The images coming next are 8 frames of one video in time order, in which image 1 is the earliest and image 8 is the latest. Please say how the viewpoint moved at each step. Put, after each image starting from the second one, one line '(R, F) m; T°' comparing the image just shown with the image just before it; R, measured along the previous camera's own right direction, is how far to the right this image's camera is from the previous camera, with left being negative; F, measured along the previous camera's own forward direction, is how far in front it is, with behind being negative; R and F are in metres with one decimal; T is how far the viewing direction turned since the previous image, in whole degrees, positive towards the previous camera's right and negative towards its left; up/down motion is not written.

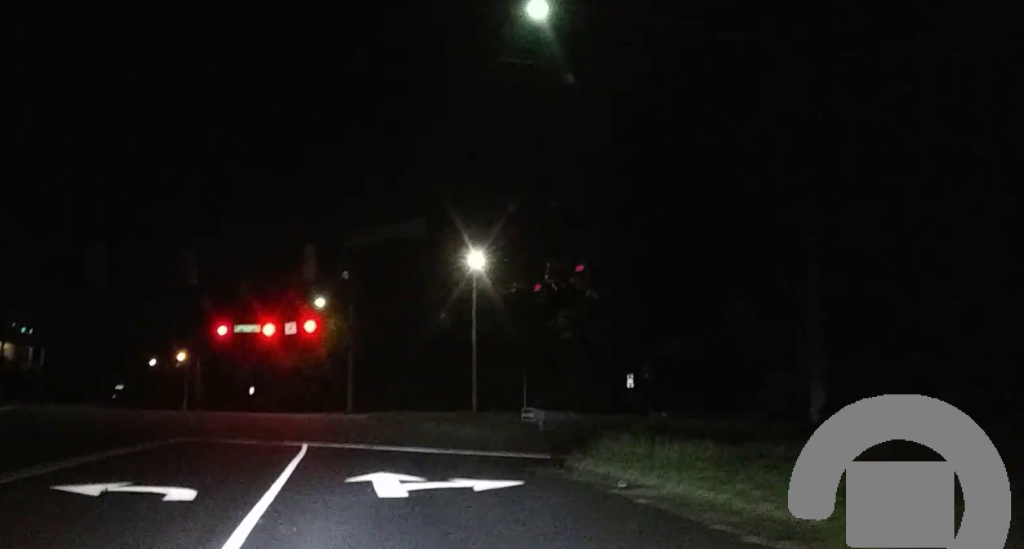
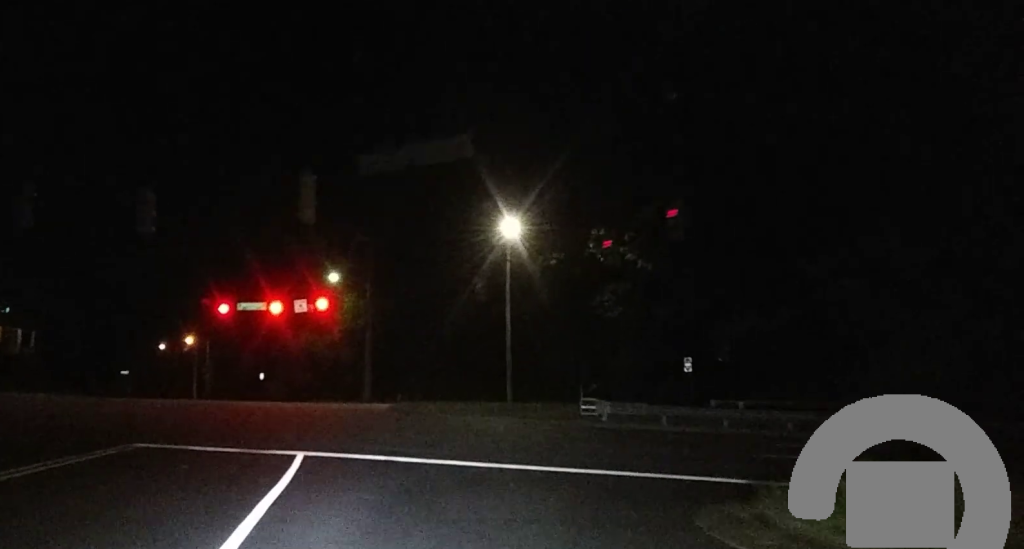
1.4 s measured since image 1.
(+0.1, +7.5) m; -1°
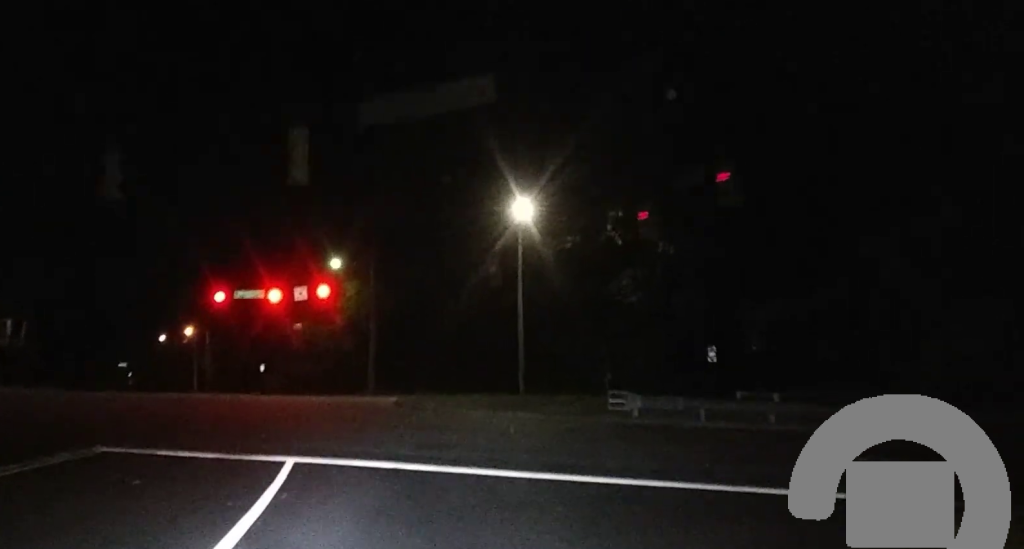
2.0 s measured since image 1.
(-0.1, +3.0) m; -2°
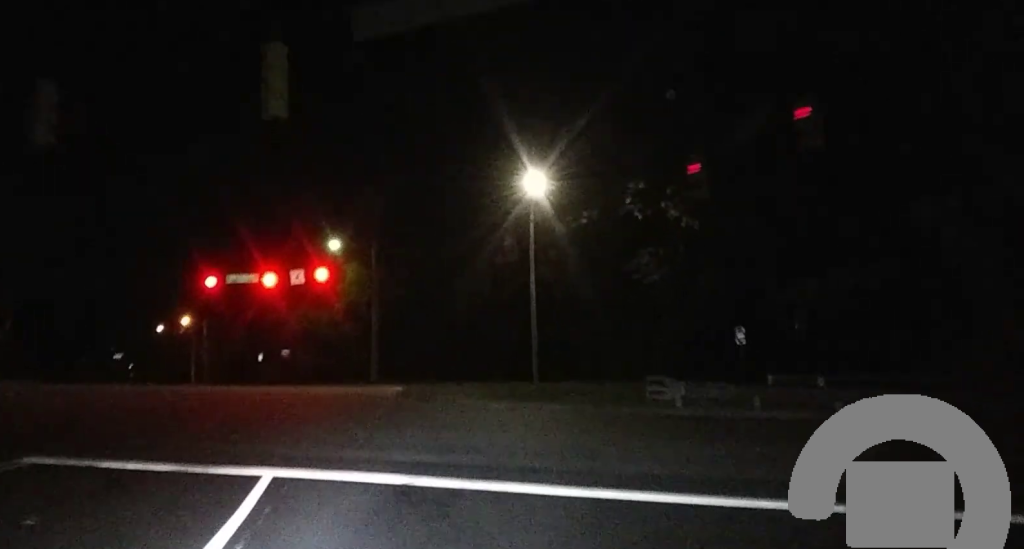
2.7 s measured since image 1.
(-0.1, +3.9) m; -1°
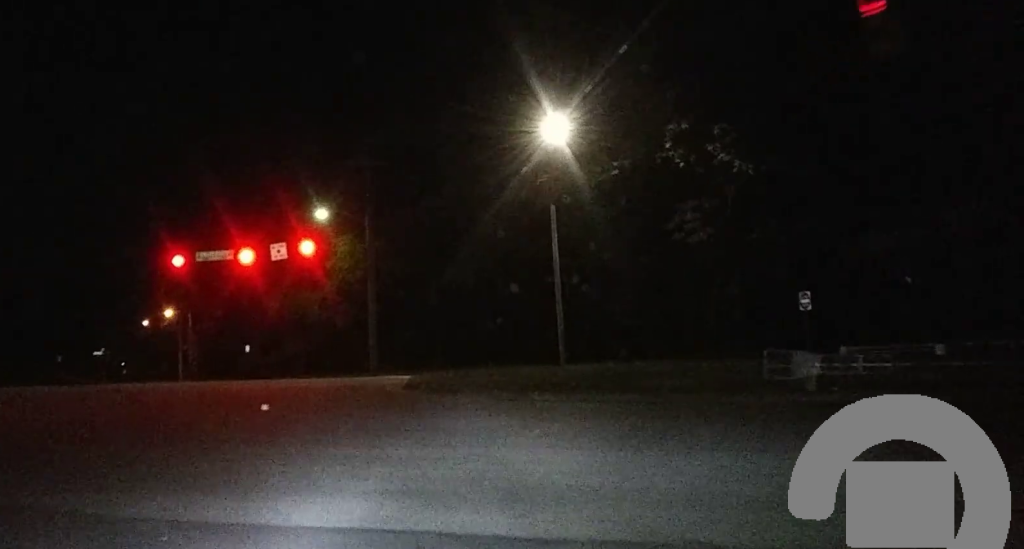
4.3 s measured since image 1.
(0.0, +8.1) m; +3°
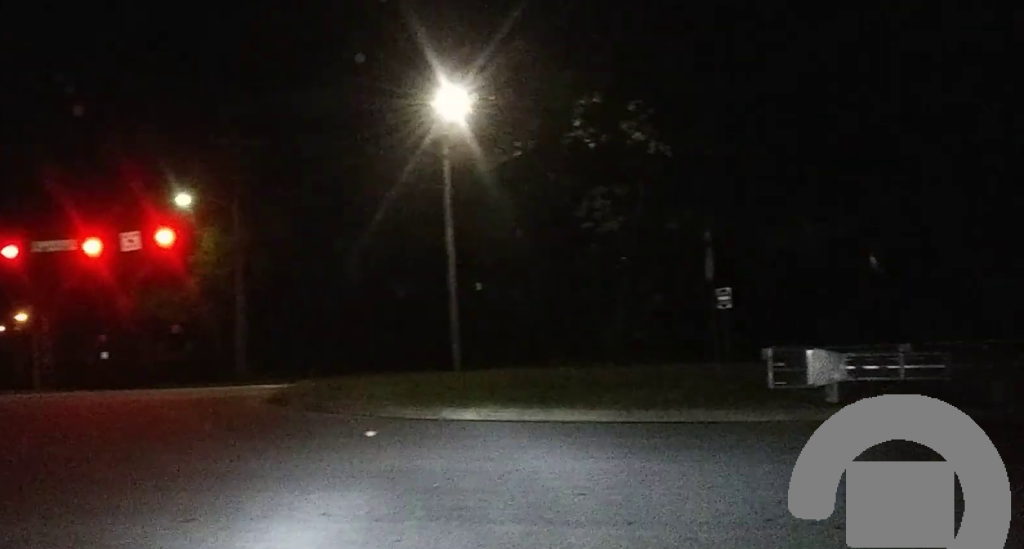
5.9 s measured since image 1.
(+0.5, +6.1) m; +13°
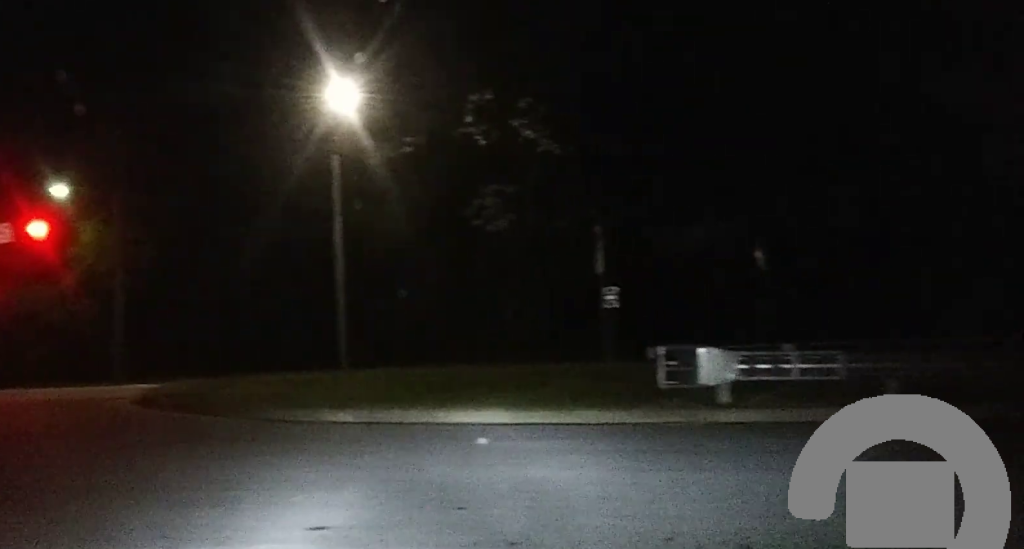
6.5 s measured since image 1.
(+0.1, +1.6) m; +11°
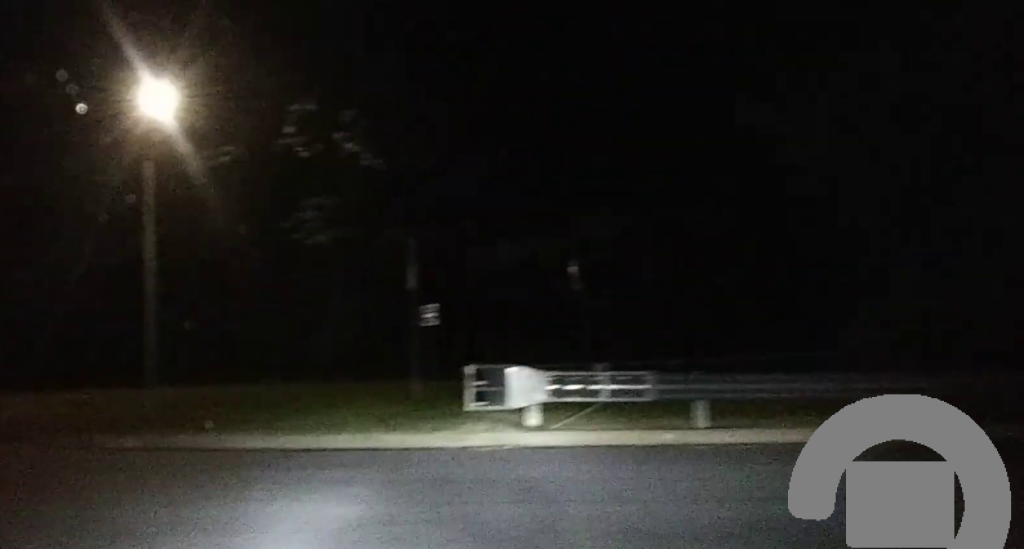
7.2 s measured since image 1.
(+0.1, +1.4) m; +14°
